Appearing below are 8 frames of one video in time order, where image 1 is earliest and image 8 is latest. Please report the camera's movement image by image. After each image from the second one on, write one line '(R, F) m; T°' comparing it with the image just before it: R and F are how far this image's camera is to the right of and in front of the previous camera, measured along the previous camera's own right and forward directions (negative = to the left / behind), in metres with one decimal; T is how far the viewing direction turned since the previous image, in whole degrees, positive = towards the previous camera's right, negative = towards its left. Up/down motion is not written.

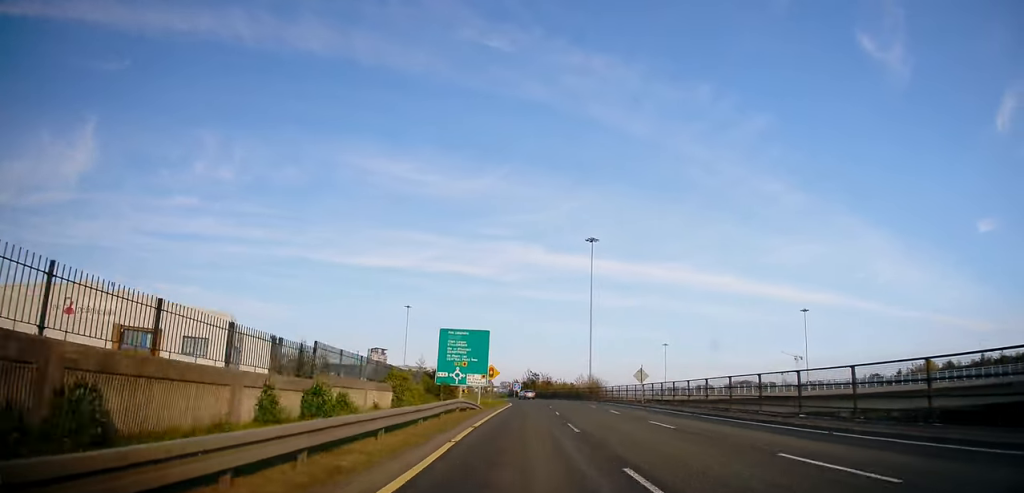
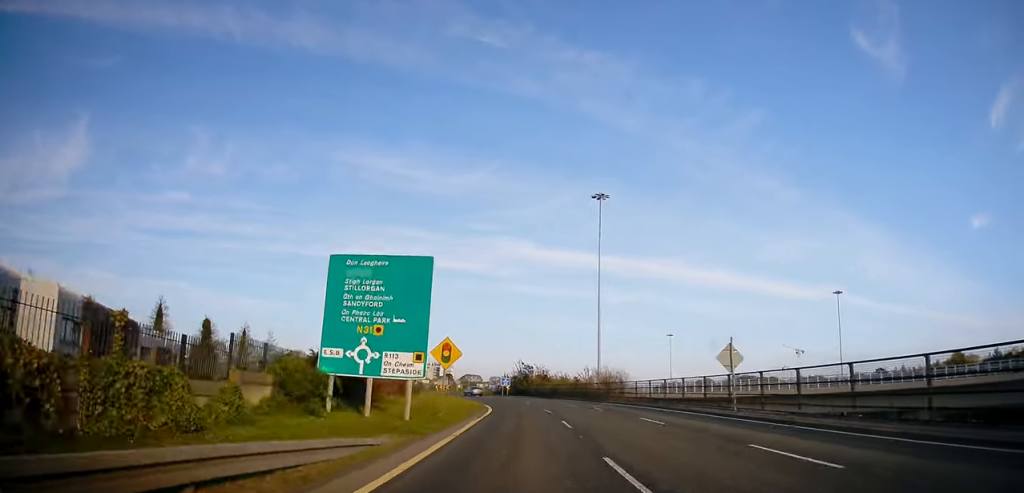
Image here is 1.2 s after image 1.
(+0.1, +21.5) m; -2°
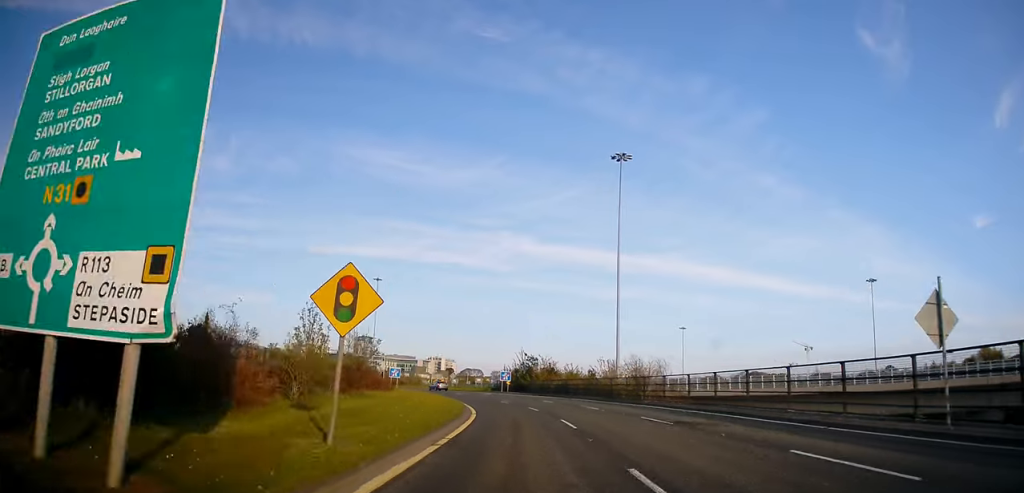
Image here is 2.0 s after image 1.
(-0.3, +13.0) m; -1°
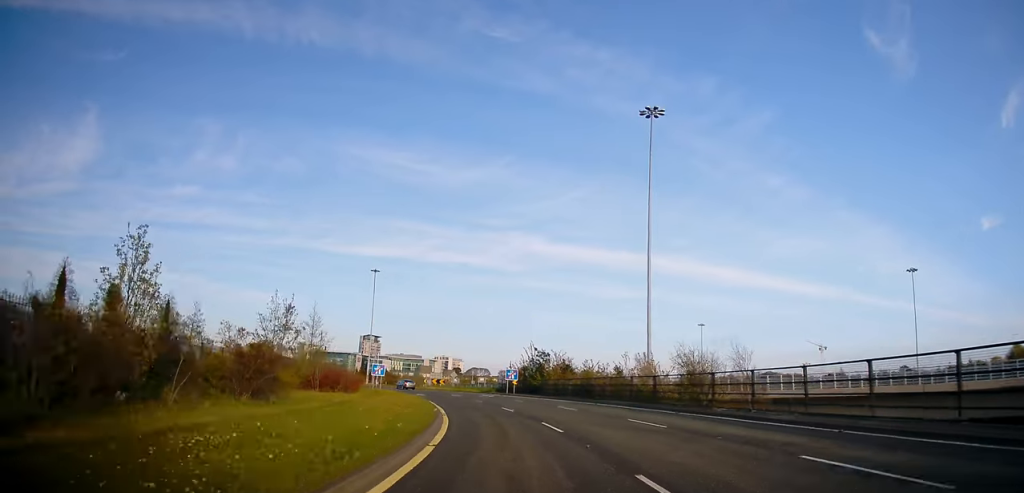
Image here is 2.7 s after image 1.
(-0.2, +11.9) m; -1°
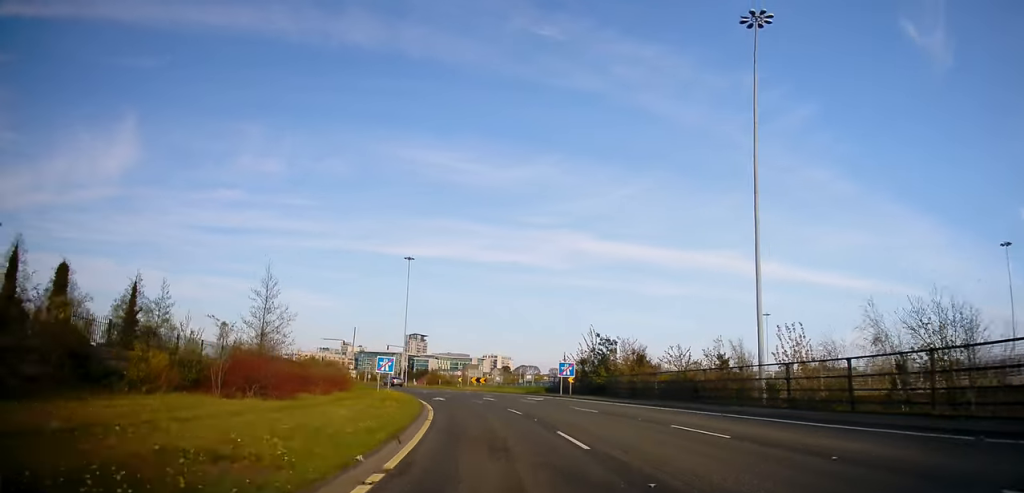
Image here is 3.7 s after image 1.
(-0.1, +15.6) m; -4°
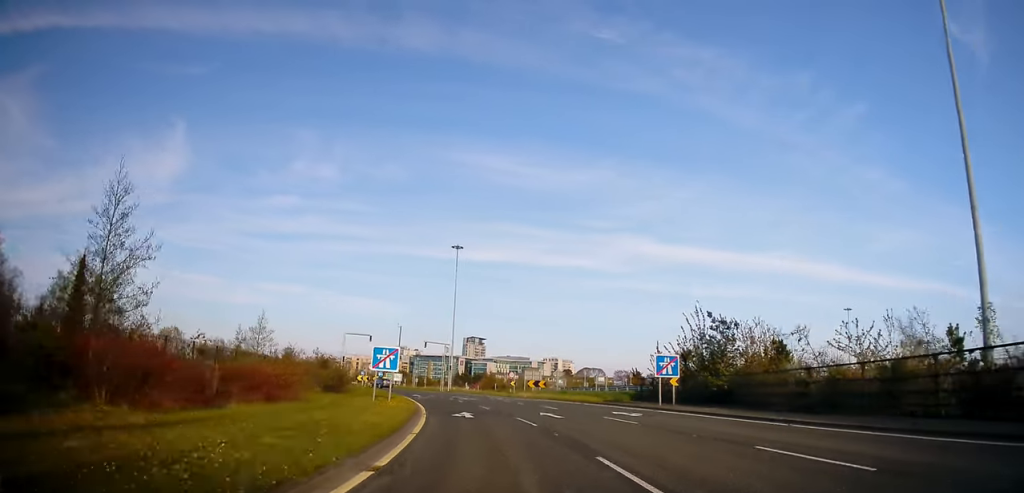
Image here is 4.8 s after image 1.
(-1.1, +16.3) m; -7°
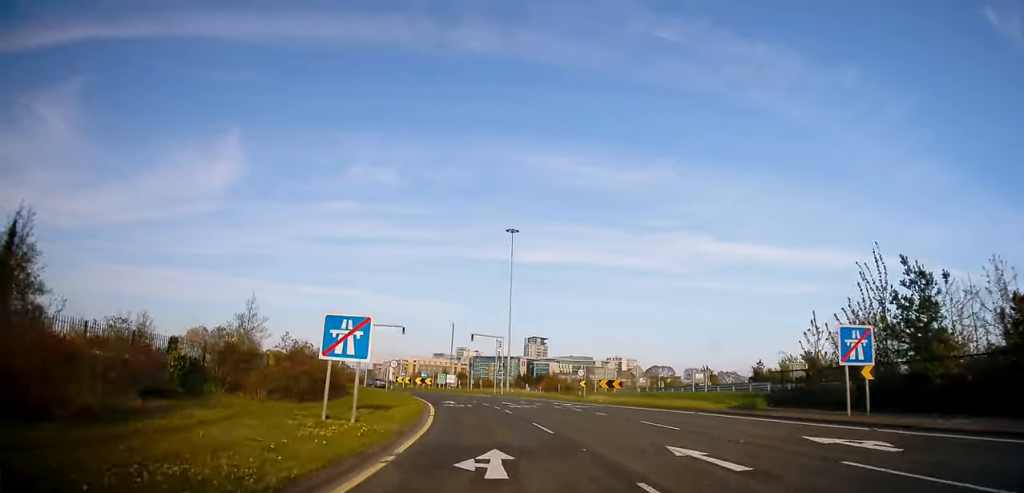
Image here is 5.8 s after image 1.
(-0.7, +14.0) m; -6°
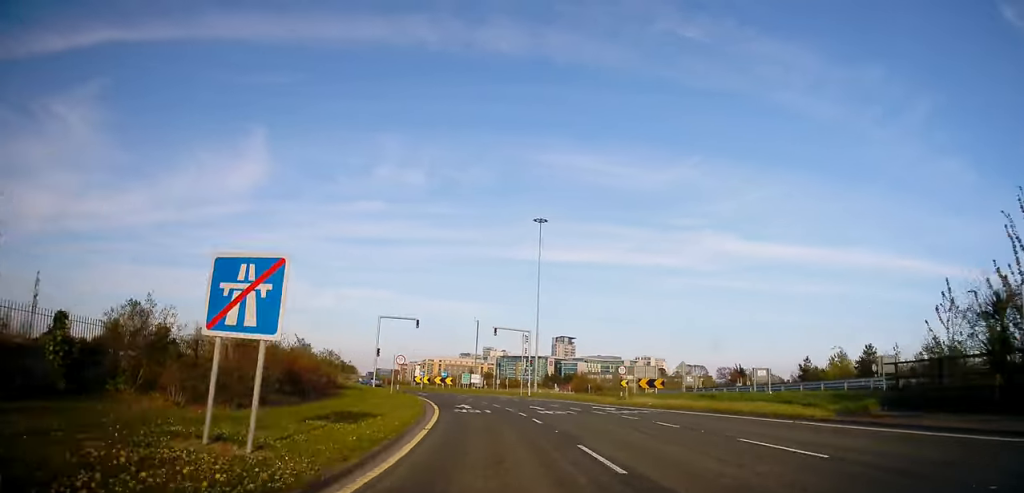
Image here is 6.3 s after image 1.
(-0.3, +6.7) m; -2°
